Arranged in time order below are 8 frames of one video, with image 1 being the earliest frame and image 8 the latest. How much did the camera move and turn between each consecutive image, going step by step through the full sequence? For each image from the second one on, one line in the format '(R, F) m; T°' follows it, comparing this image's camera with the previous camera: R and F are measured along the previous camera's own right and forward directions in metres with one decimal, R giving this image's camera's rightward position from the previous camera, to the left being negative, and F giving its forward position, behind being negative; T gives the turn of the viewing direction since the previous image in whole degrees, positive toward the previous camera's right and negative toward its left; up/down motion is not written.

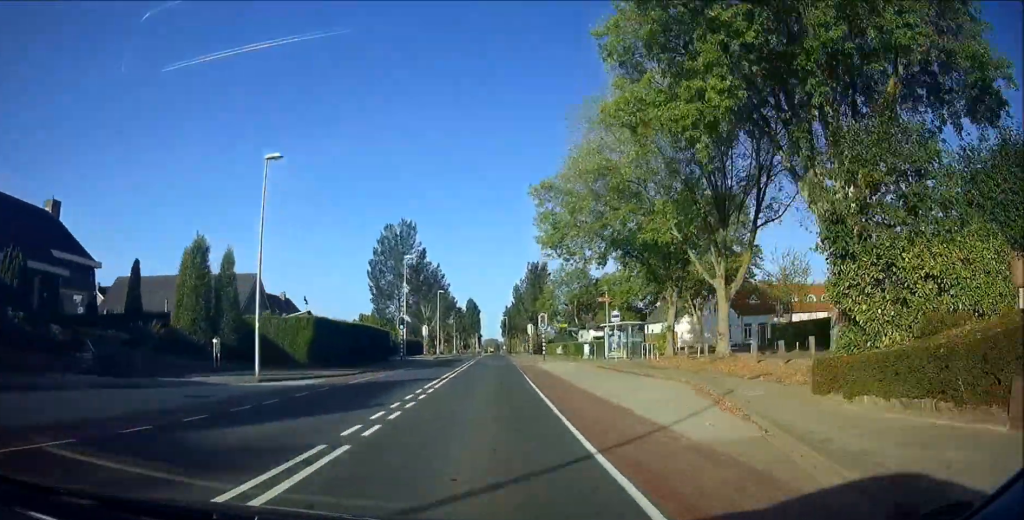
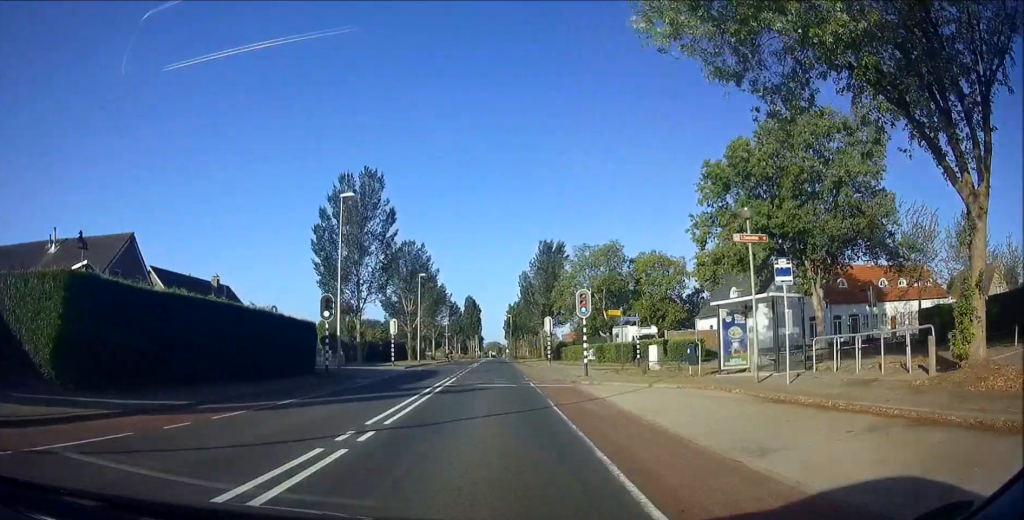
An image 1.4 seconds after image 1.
(0.0, +20.9) m; 0°
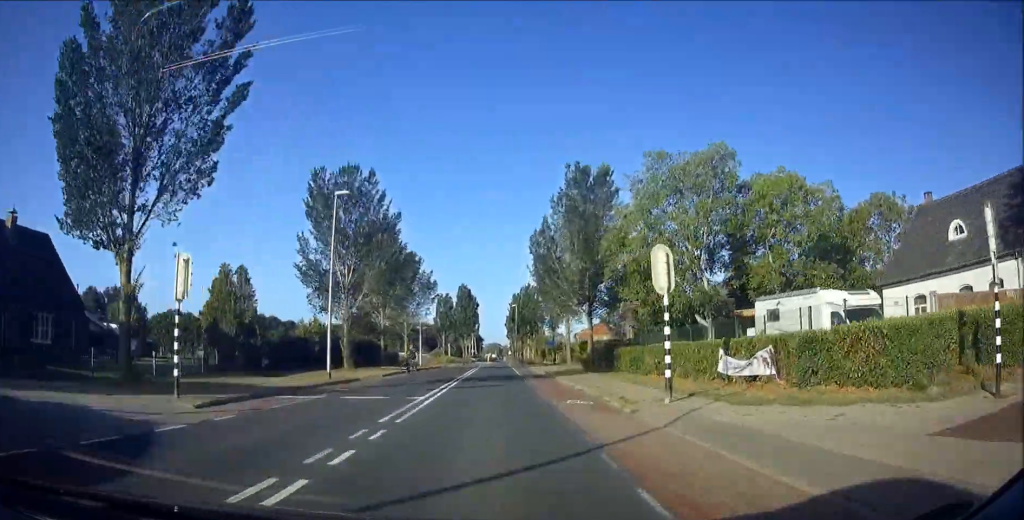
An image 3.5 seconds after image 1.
(0.0, +31.2) m; 0°
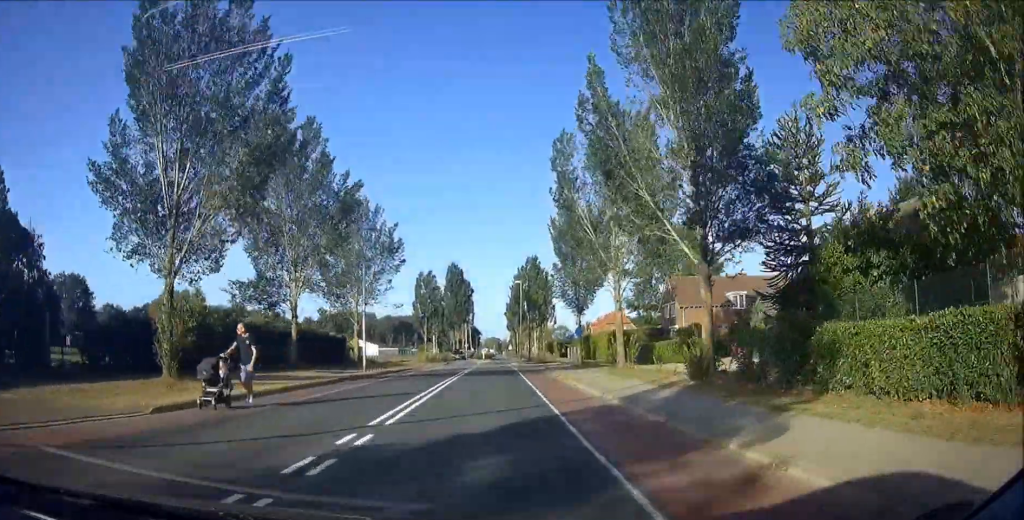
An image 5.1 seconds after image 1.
(+0.1, +24.8) m; +1°
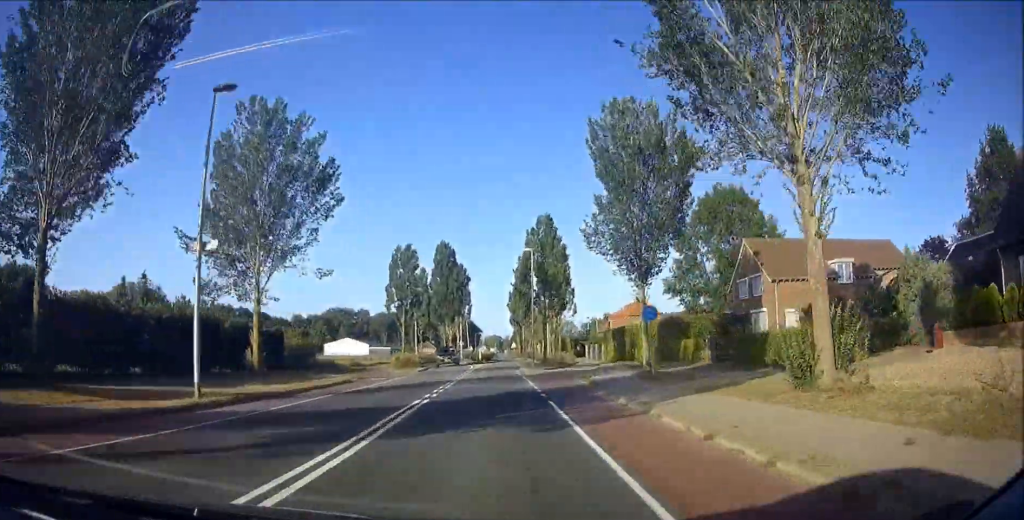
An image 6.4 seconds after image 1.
(+0.1, +21.1) m; +1°
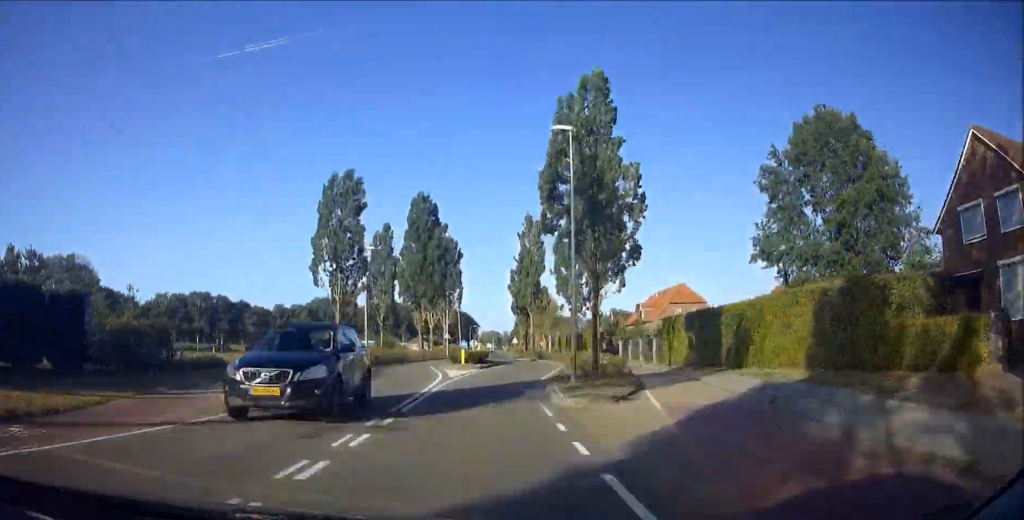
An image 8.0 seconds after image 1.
(+0.4, +26.0) m; +1°
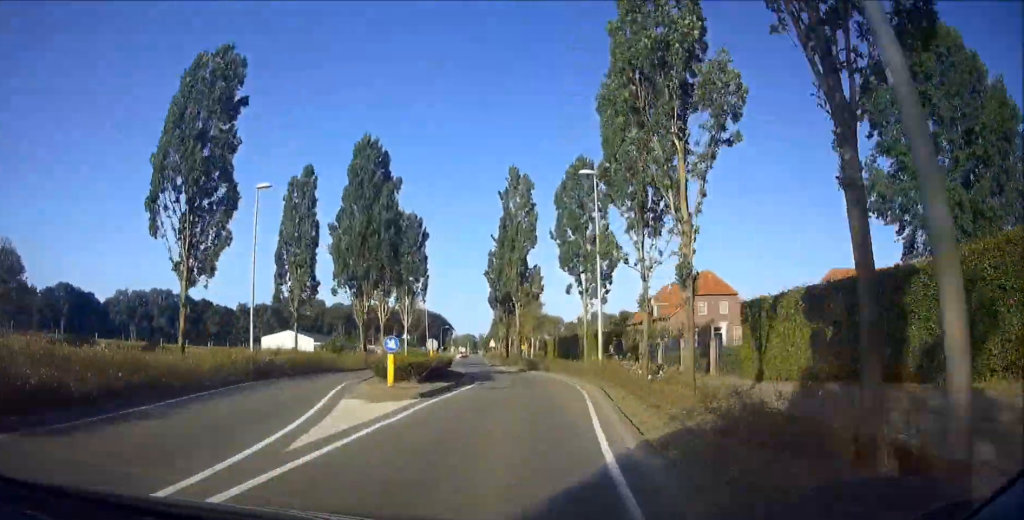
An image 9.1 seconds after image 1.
(+0.2, +18.5) m; -1°
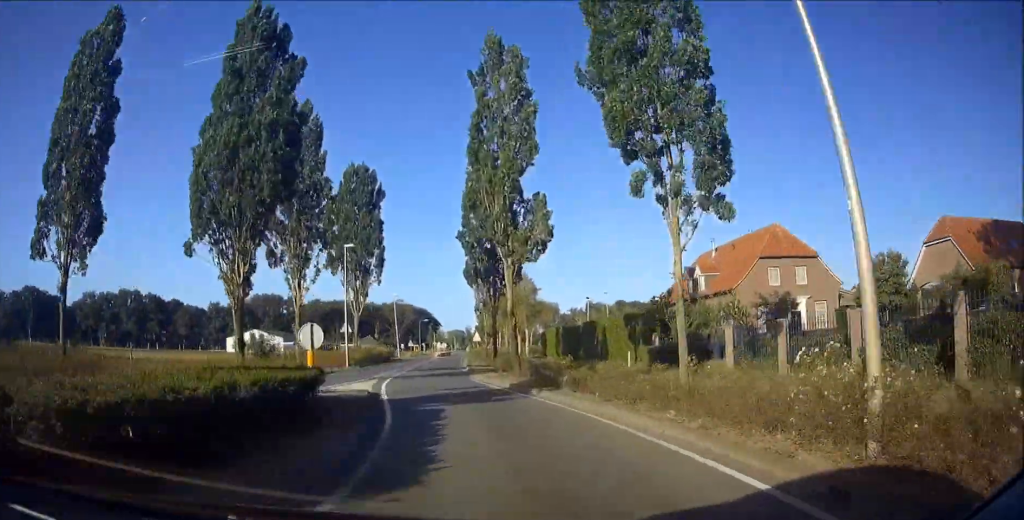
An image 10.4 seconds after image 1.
(+0.2, +20.6) m; -1°
